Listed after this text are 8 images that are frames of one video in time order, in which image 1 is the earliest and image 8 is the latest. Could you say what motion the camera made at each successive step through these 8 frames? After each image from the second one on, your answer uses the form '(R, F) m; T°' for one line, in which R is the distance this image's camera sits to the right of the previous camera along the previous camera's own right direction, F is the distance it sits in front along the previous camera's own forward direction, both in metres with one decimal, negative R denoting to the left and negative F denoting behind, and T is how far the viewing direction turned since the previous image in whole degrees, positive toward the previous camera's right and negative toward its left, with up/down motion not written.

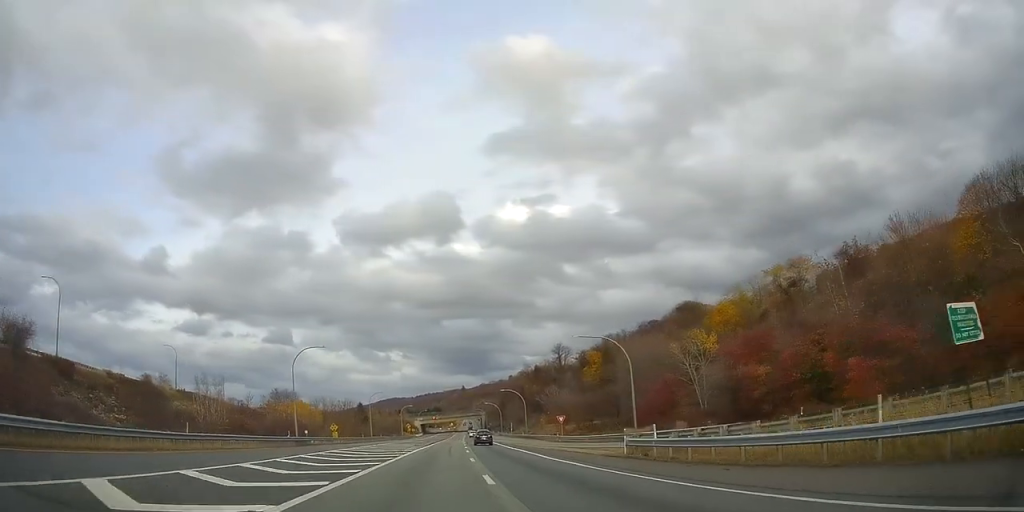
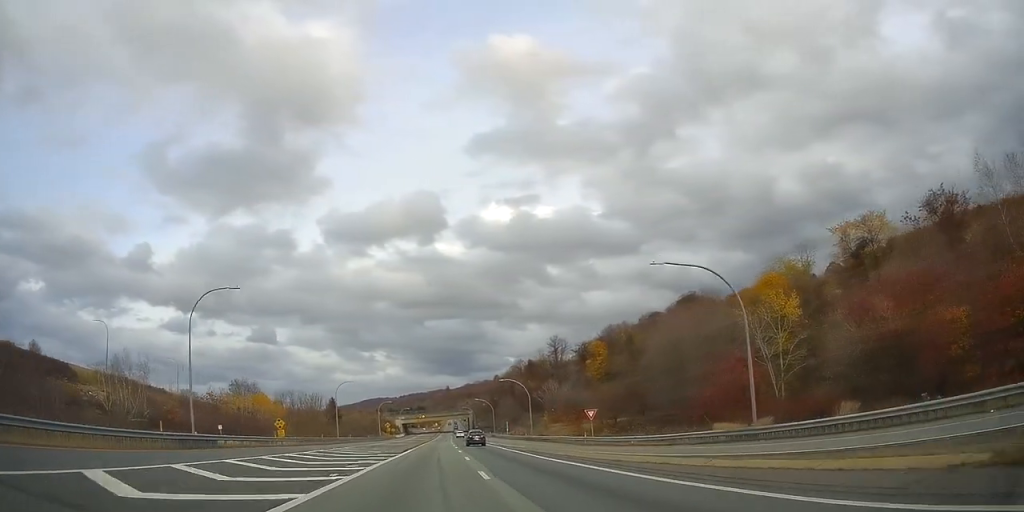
(+0.4, +22.8) m; +2°
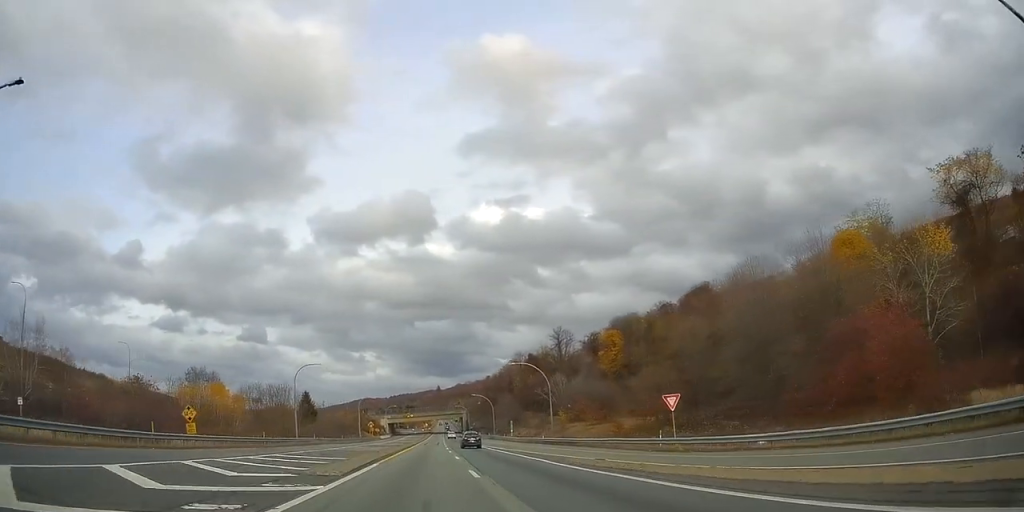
(+0.4, +22.3) m; +1°
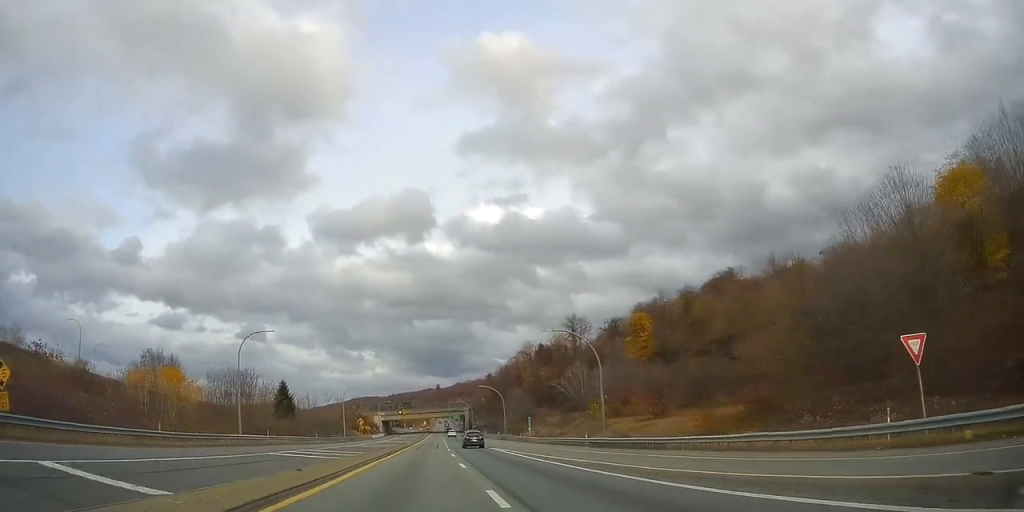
(+0.2, +20.8) m; +1°
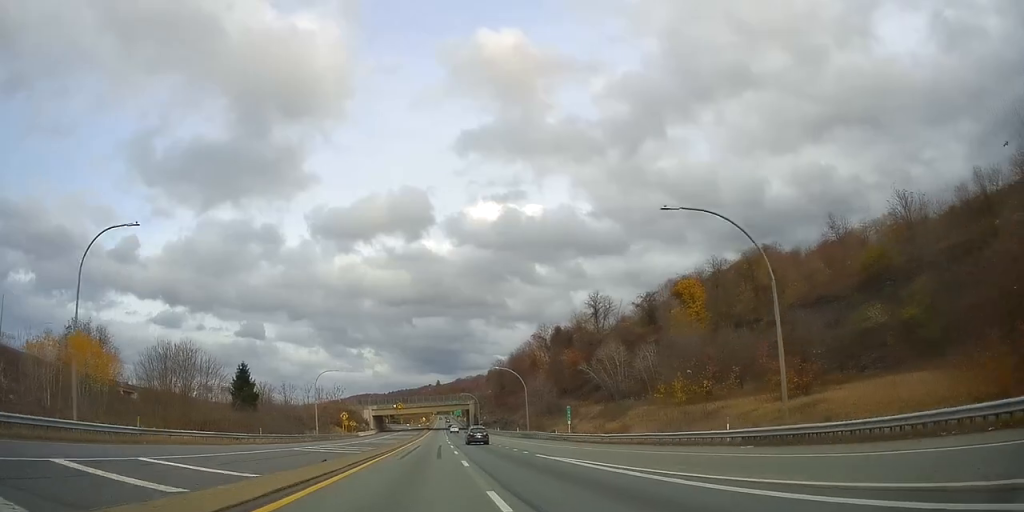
(+0.2, +25.4) m; +2°
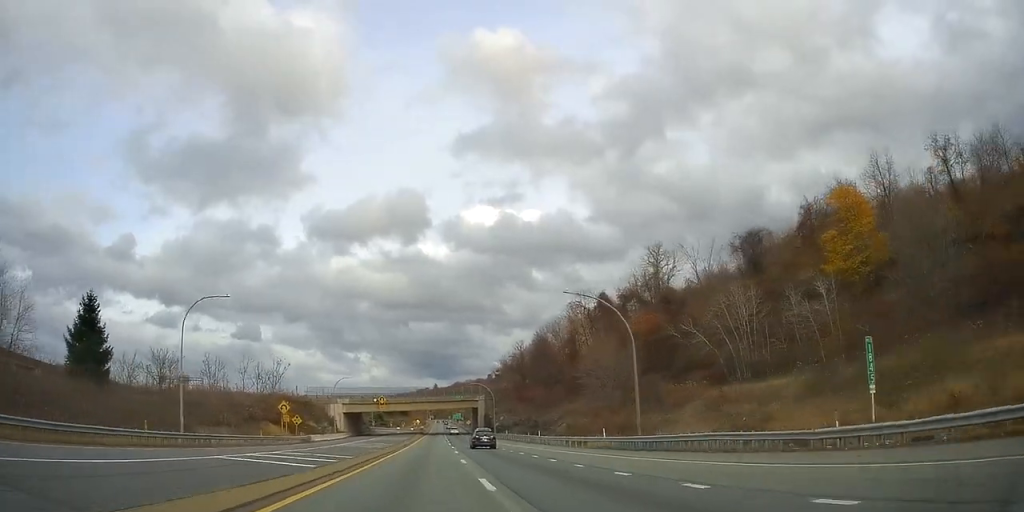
(+1.1, +44.8) m; +1°
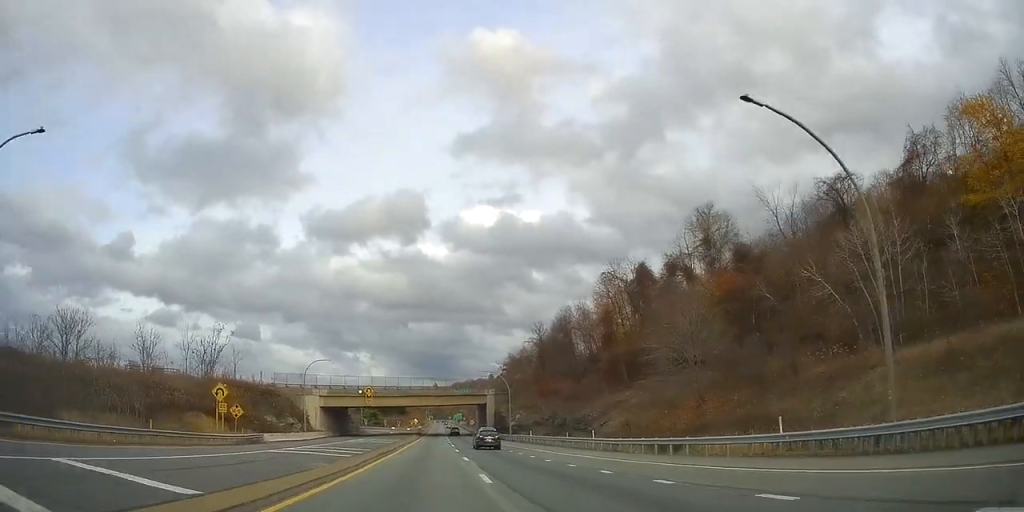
(-0.2, +21.9) m; 0°
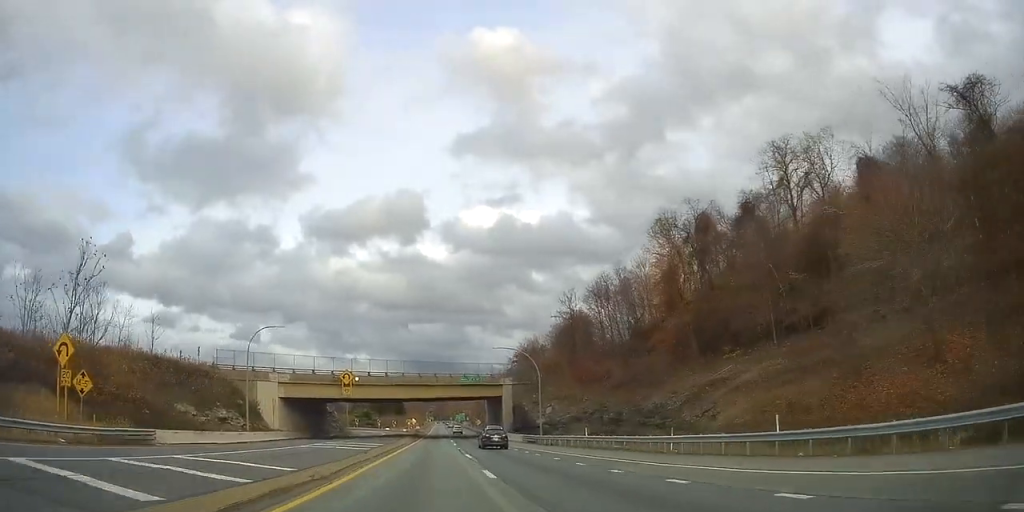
(+0.2, +23.3) m; 0°
